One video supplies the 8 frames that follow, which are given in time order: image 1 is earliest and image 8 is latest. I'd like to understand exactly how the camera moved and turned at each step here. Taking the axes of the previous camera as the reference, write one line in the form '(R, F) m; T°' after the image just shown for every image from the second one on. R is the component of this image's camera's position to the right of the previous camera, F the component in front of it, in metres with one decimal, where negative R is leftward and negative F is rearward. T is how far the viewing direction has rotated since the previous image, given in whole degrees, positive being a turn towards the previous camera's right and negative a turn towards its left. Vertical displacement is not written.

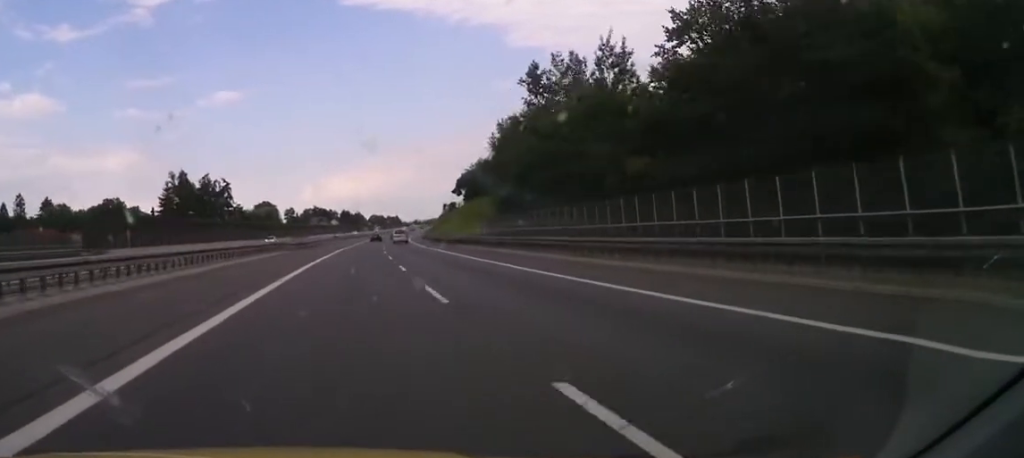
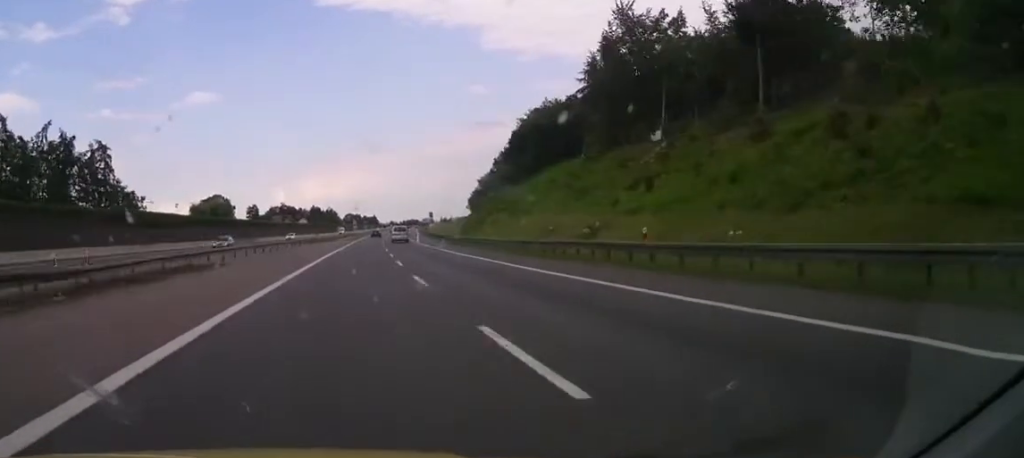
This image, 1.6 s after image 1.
(+0.8, +73.3) m; +1°
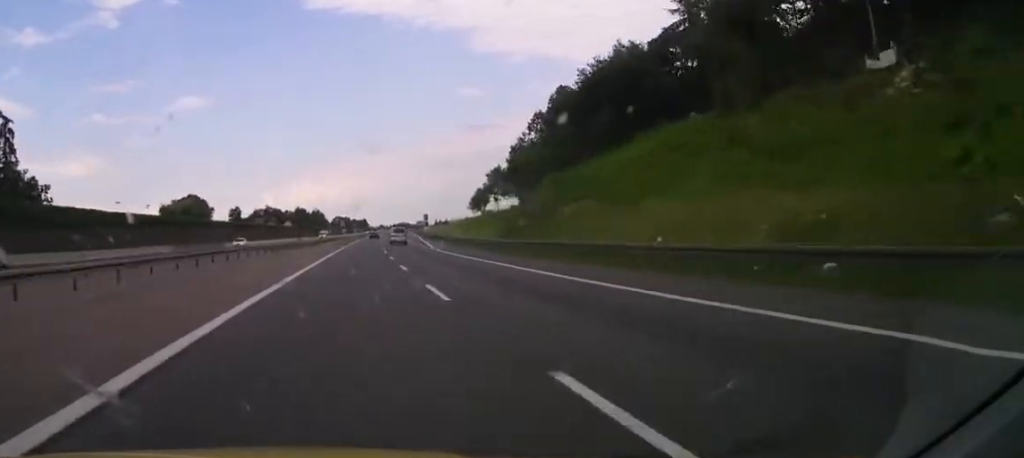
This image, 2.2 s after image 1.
(0.0, +28.8) m; +1°
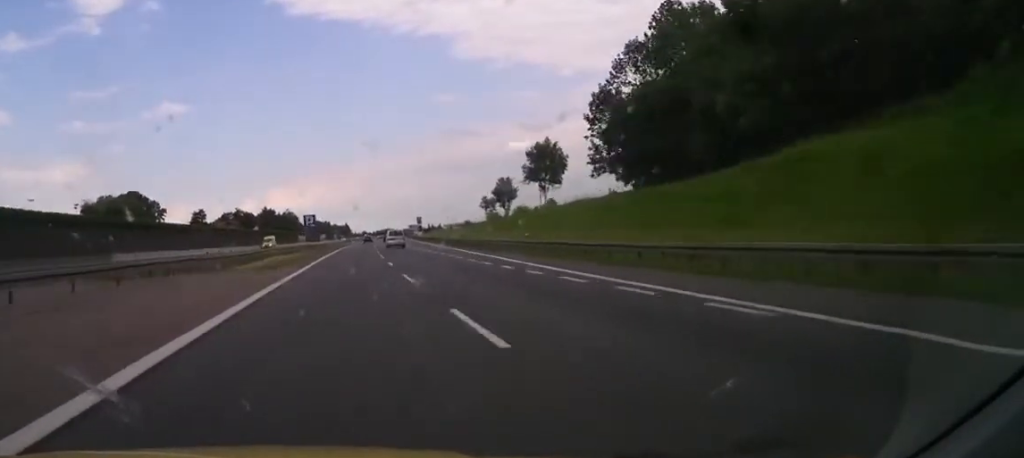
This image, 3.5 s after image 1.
(+1.5, +55.6) m; +3°
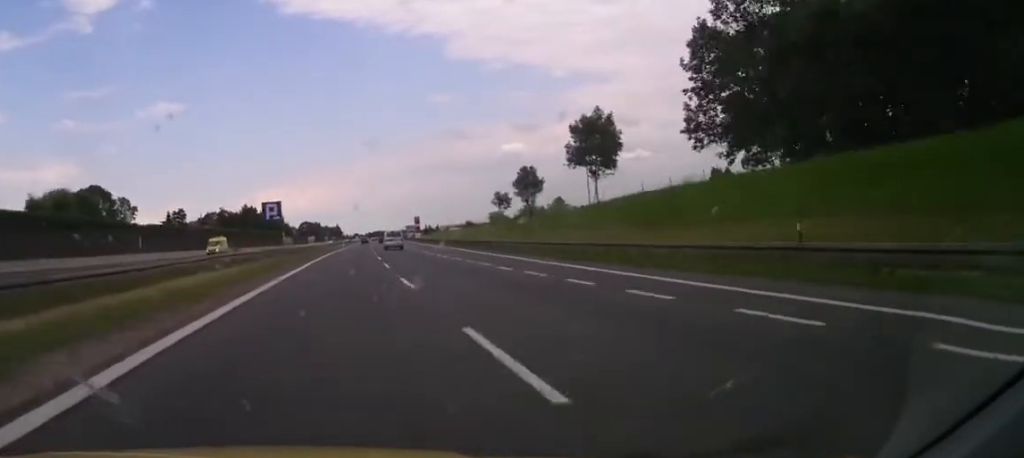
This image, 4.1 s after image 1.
(+0.3, +26.8) m; +1°
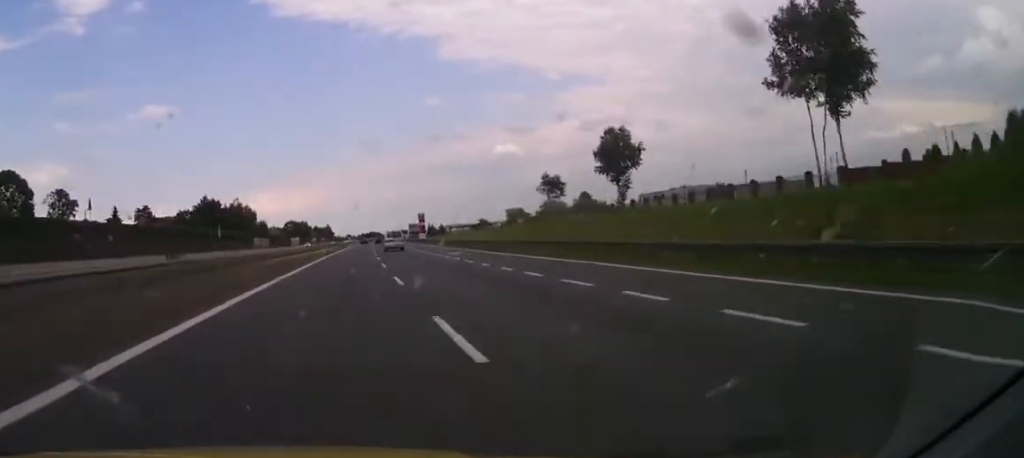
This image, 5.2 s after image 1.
(+0.2, +46.1) m; +1°
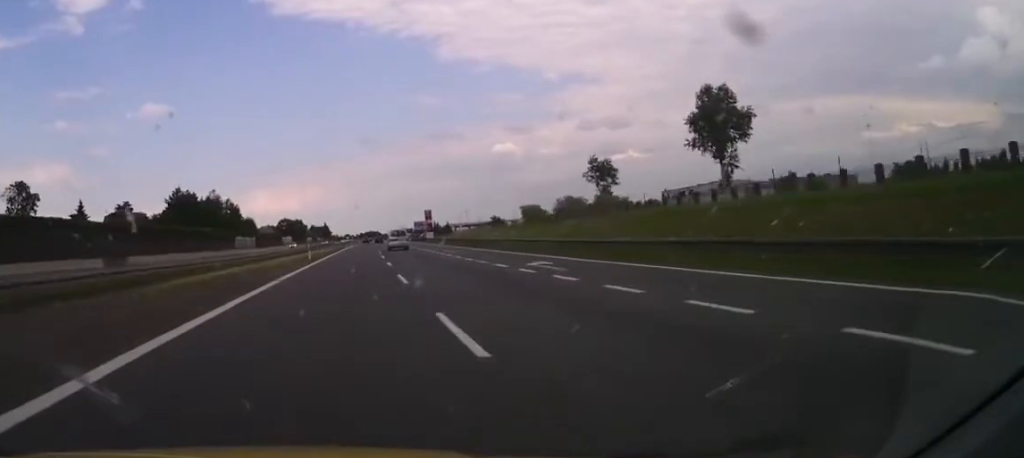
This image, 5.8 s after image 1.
(0.0, +23.7) m; 0°
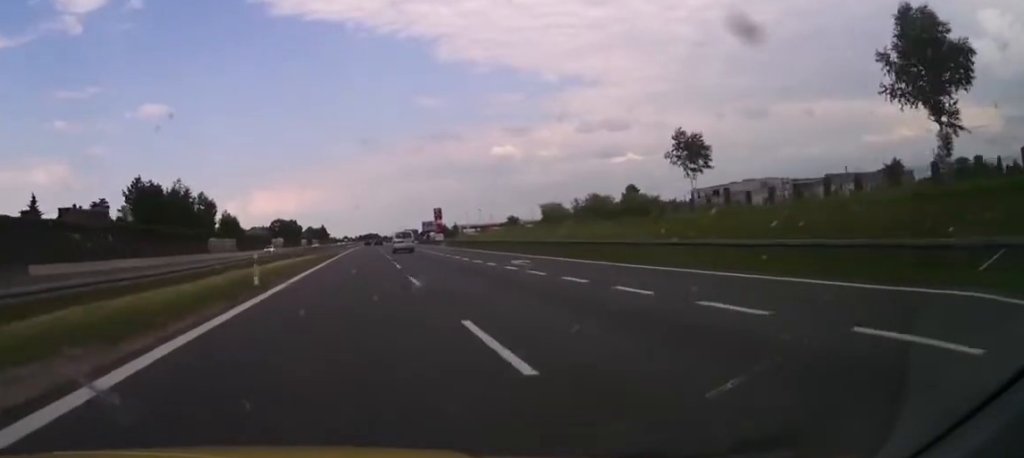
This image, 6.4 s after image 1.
(+0.3, +25.0) m; 0°
